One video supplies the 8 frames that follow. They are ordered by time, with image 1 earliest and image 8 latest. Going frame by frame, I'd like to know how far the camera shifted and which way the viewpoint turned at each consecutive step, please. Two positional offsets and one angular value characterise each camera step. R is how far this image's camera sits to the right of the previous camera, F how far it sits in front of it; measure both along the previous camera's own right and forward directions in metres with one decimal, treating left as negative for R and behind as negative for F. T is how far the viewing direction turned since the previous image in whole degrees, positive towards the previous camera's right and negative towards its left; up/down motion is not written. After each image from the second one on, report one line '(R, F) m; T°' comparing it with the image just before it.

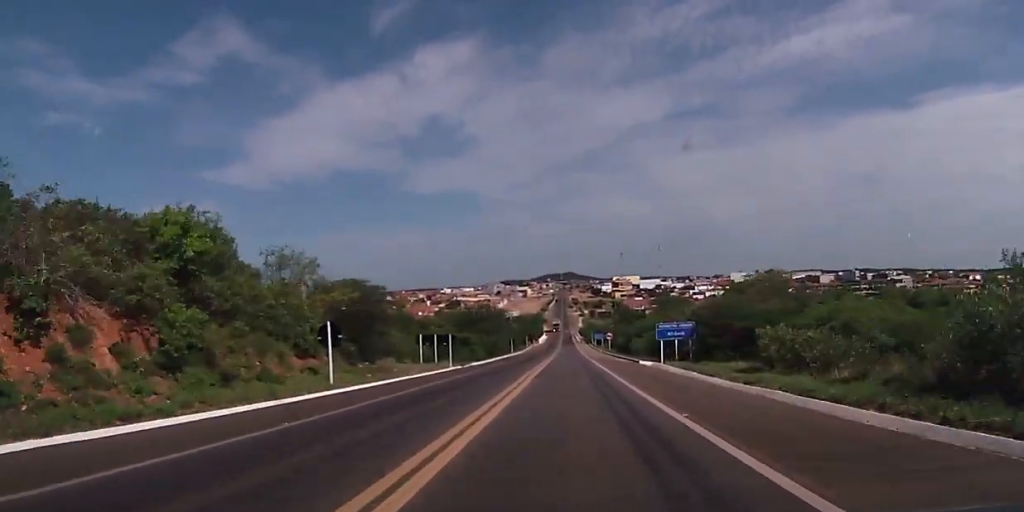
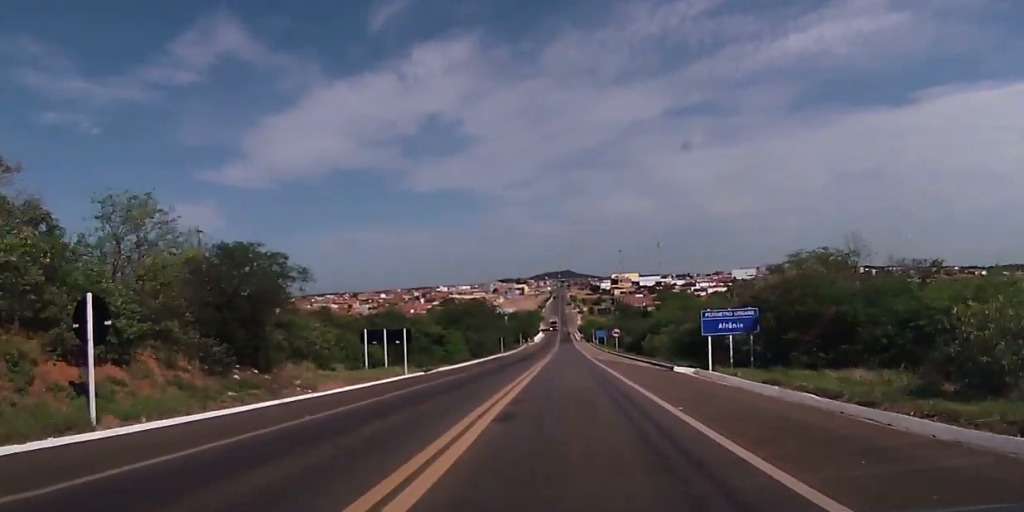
(-0.1, +14.8) m; 0°
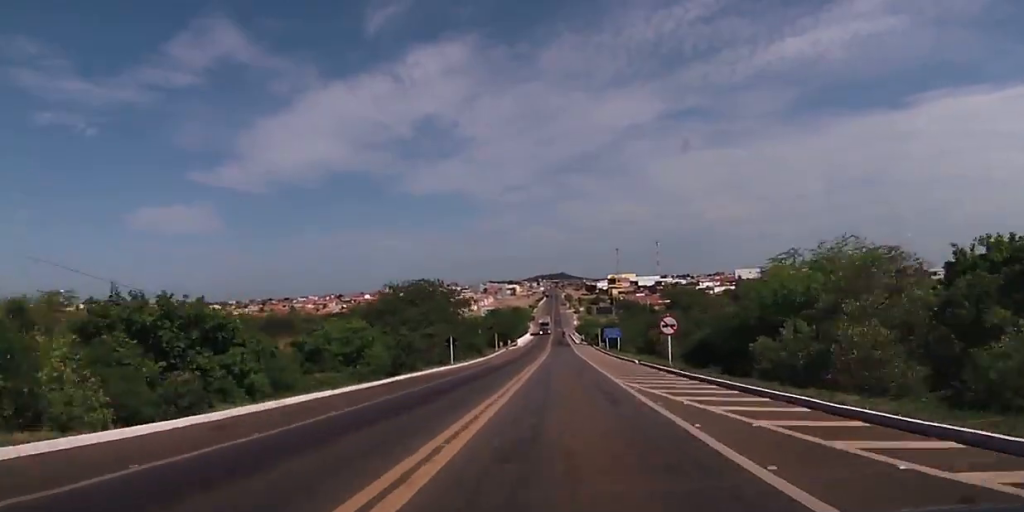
(0.0, +40.4) m; 0°
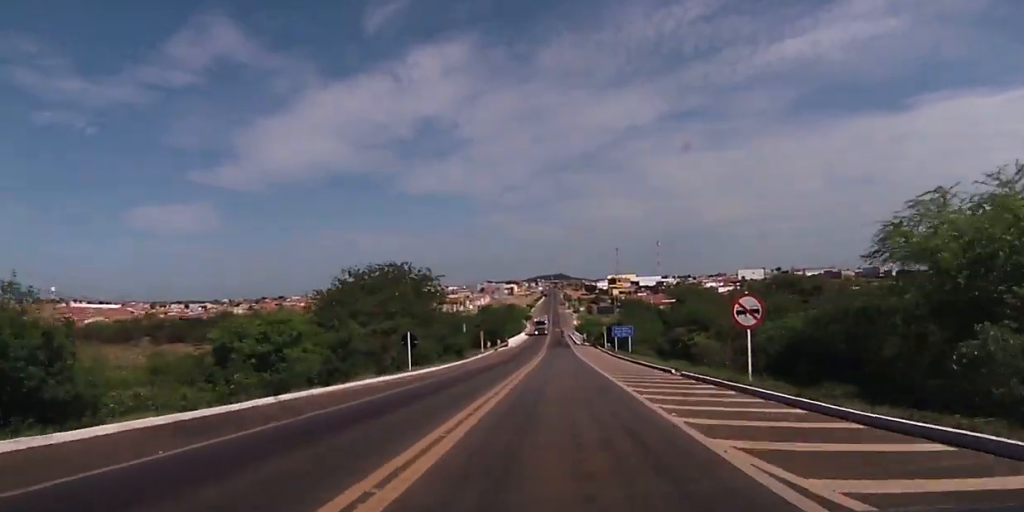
(0.0, +15.3) m; 0°
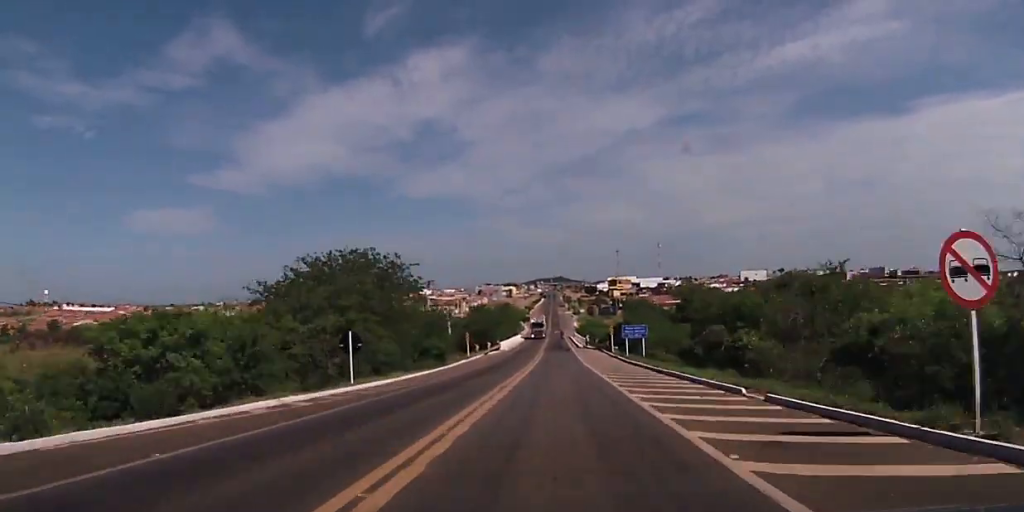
(-0.1, +11.7) m; 0°
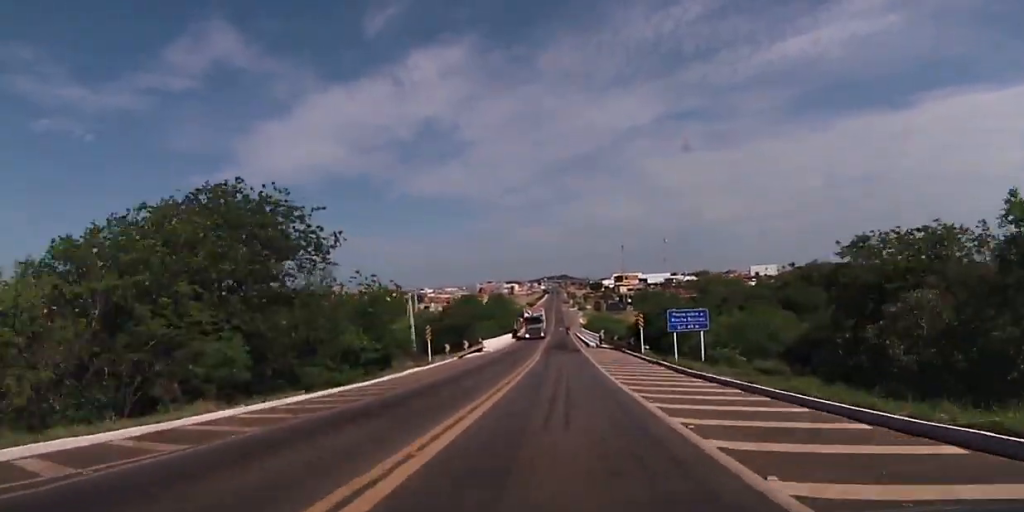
(+0.2, +22.2) m; +1°
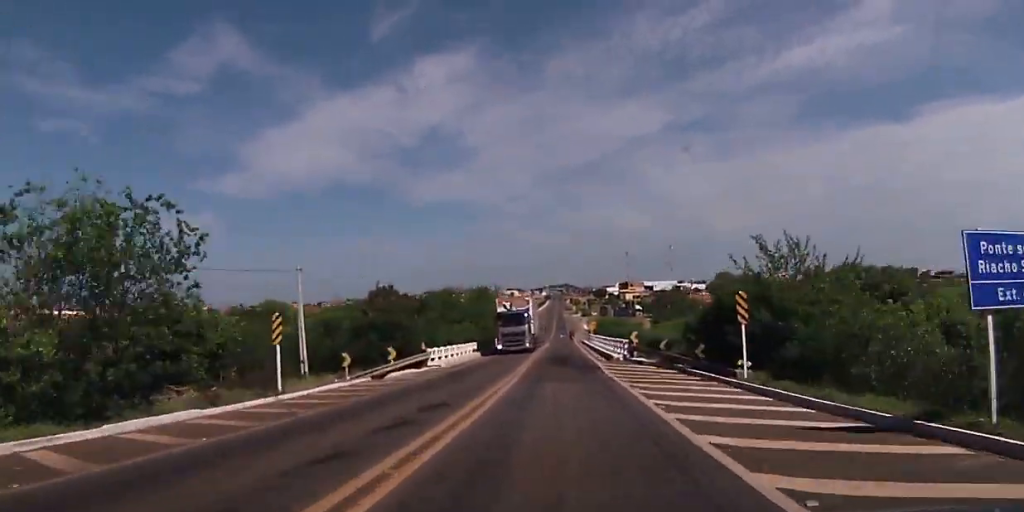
(+0.2, +26.2) m; 0°
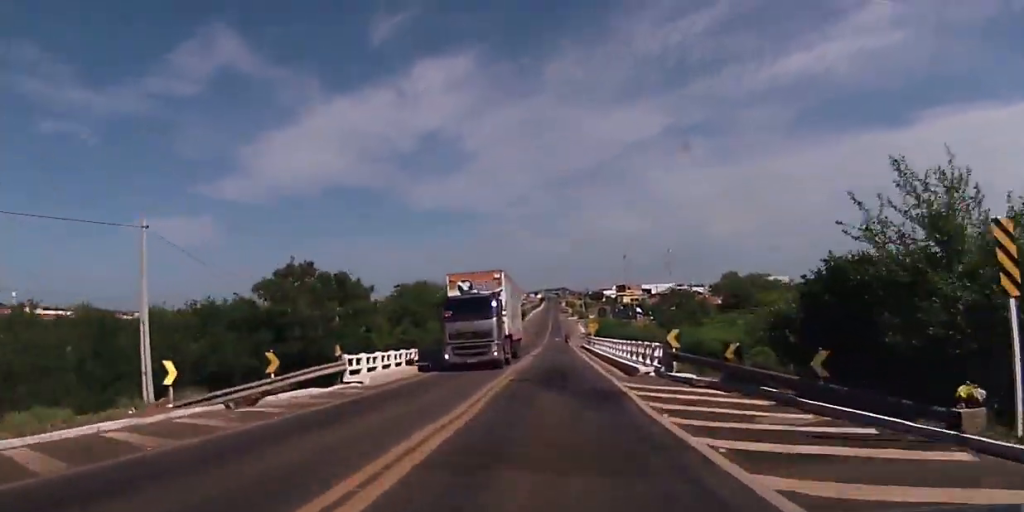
(0.0, +13.7) m; -1°
